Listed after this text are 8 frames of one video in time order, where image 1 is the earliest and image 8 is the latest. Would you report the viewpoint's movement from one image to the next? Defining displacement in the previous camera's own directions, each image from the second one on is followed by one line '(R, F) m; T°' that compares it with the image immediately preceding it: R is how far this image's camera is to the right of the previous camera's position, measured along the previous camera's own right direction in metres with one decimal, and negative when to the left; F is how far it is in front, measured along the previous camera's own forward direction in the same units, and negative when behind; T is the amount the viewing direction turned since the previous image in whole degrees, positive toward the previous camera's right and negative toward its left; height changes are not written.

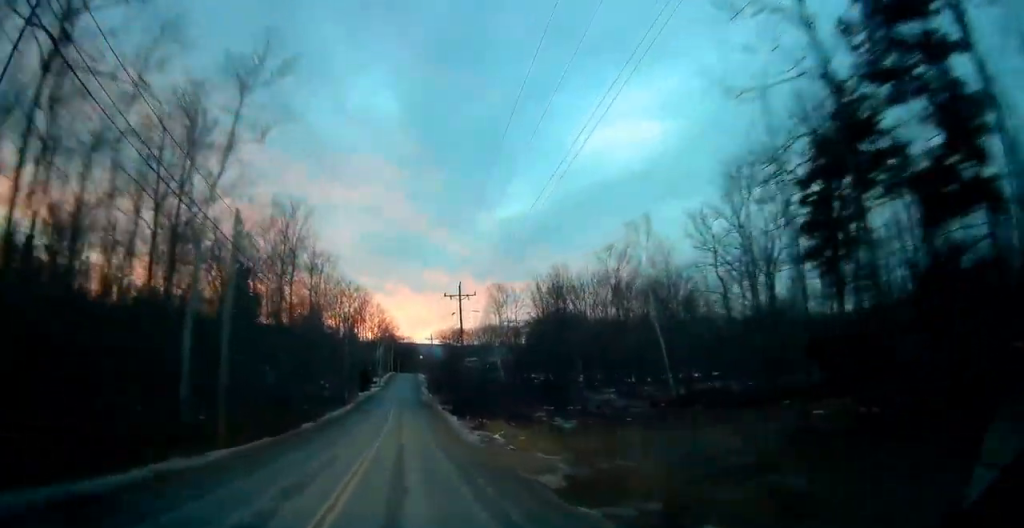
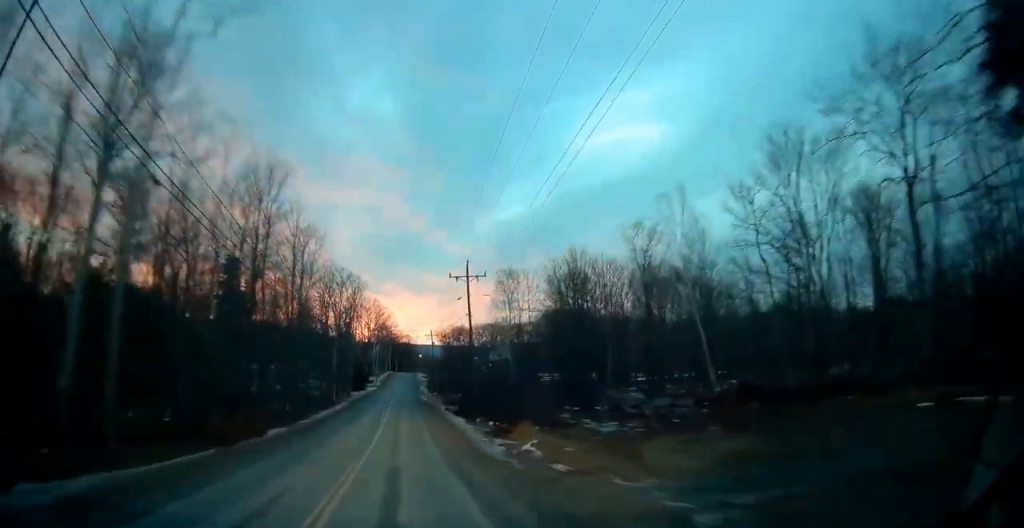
(+0.1, +8.4) m; 0°
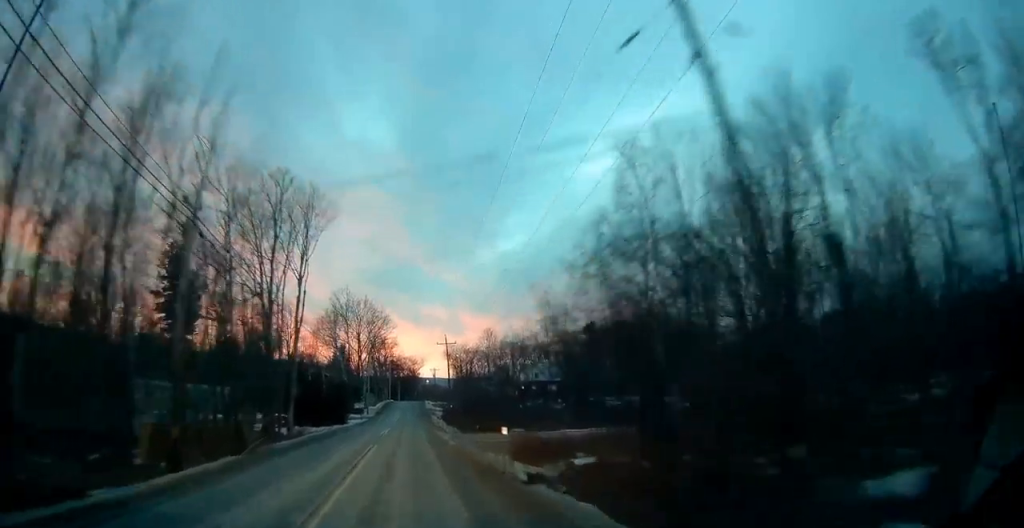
(-0.1, +38.9) m; 0°
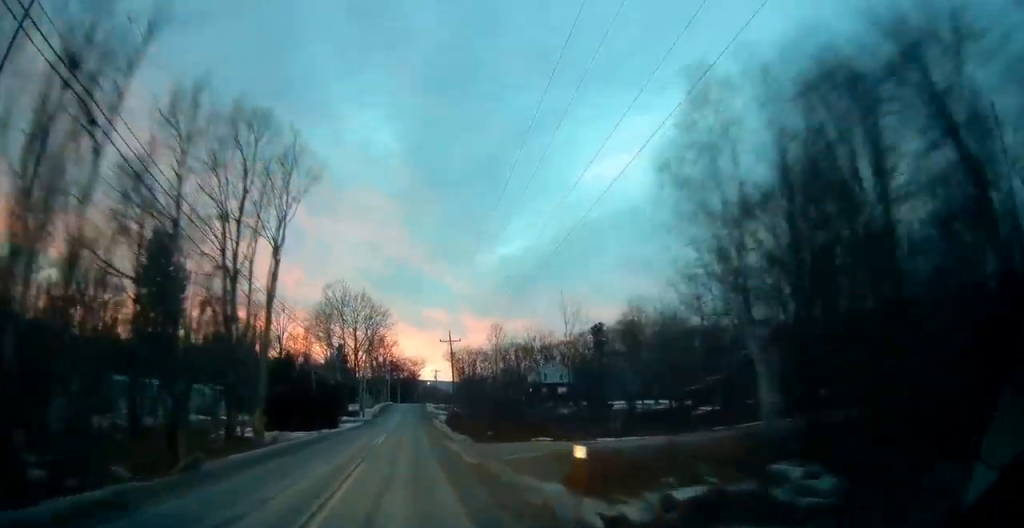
(0.0, +7.9) m; 0°
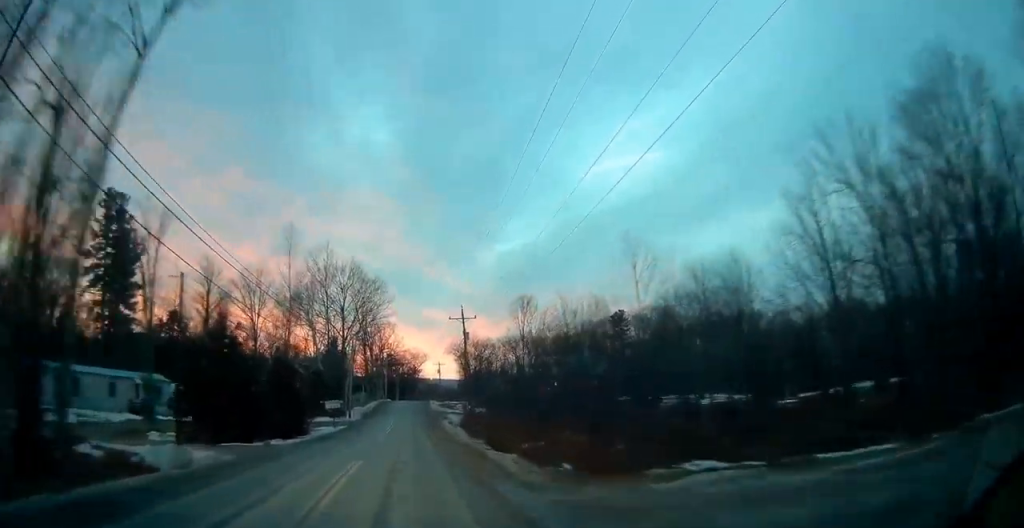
(-0.1, +18.8) m; 0°
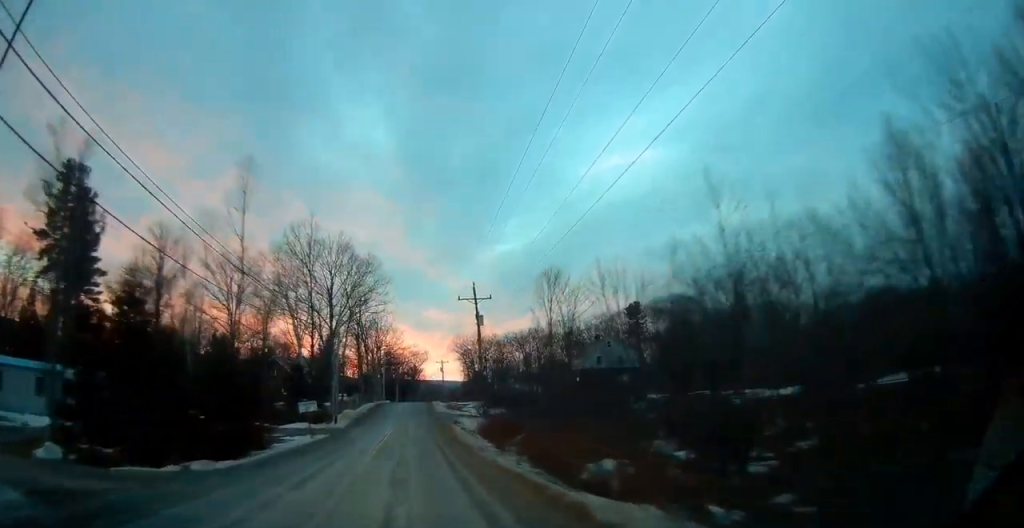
(-0.1, +12.2) m; 0°
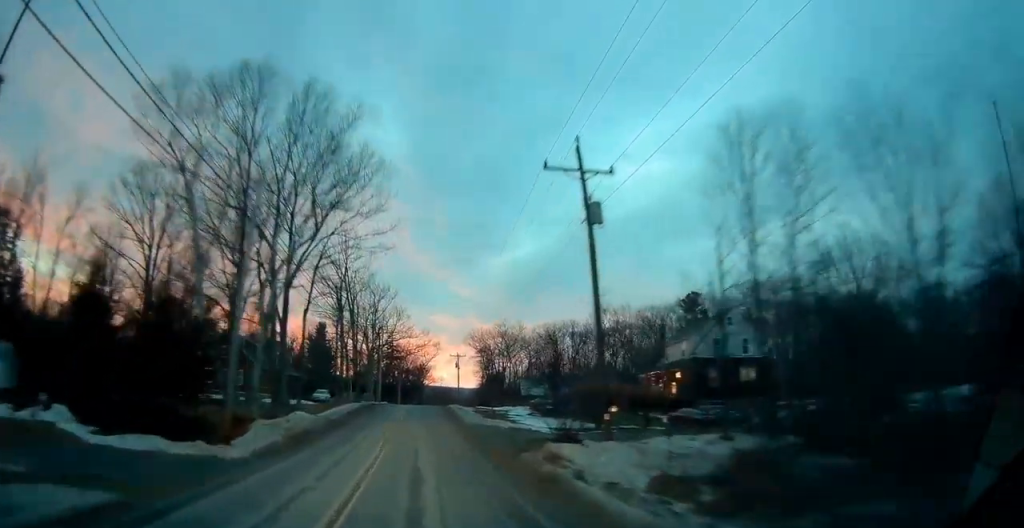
(0.0, +30.2) m; 0°
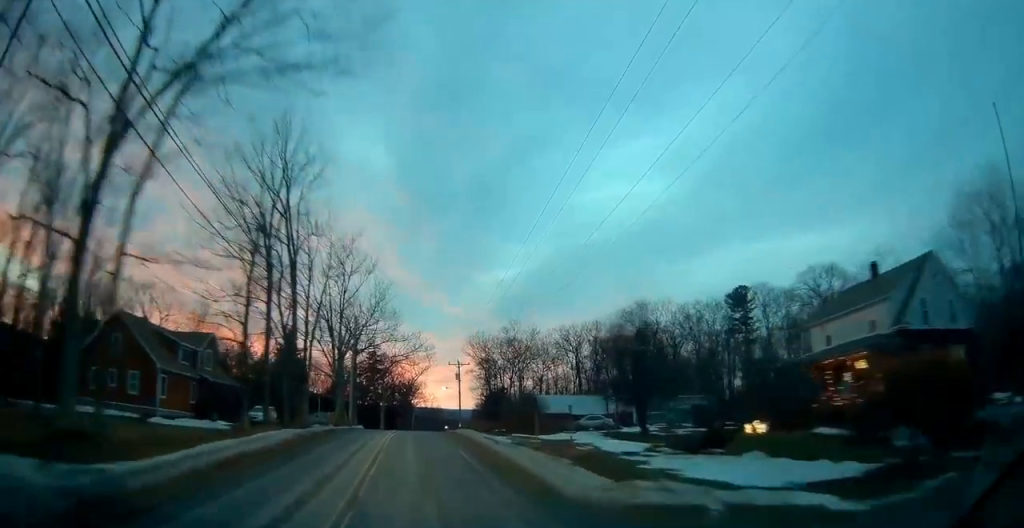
(+0.3, +25.7) m; +1°
